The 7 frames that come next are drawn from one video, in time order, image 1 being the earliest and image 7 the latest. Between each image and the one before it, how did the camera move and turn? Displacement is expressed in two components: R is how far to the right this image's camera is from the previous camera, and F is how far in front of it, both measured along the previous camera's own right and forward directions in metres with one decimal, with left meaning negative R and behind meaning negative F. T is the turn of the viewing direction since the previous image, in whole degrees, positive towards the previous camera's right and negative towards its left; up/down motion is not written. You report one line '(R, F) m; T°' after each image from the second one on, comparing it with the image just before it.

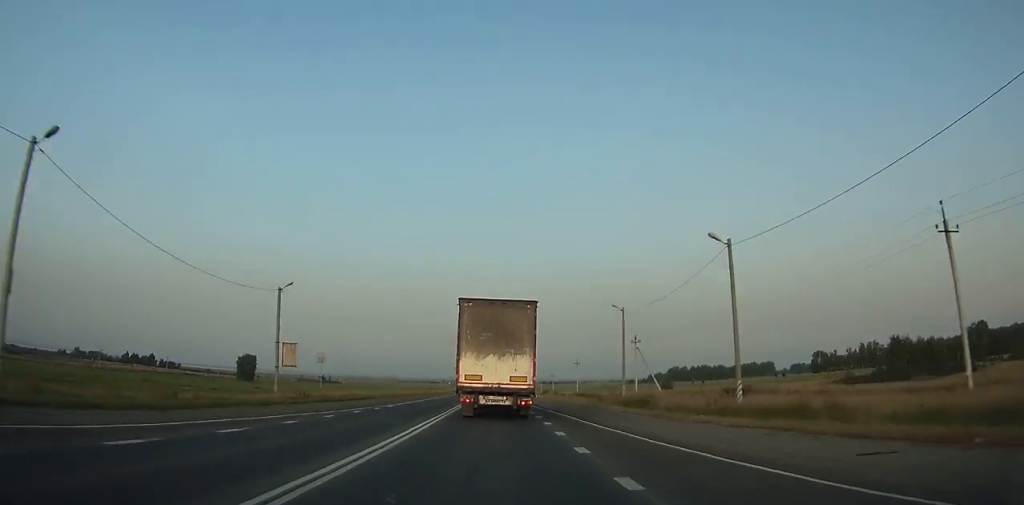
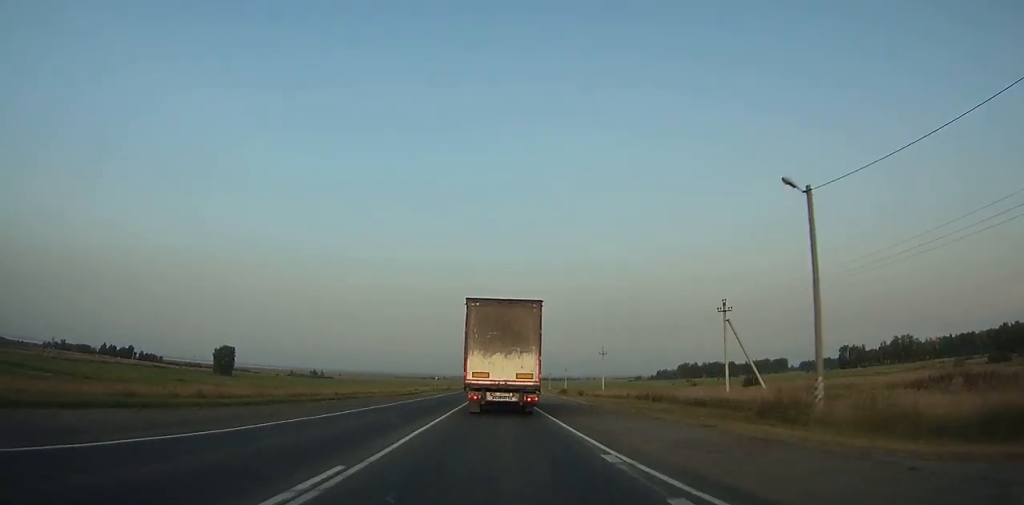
(0.0, +33.2) m; 0°
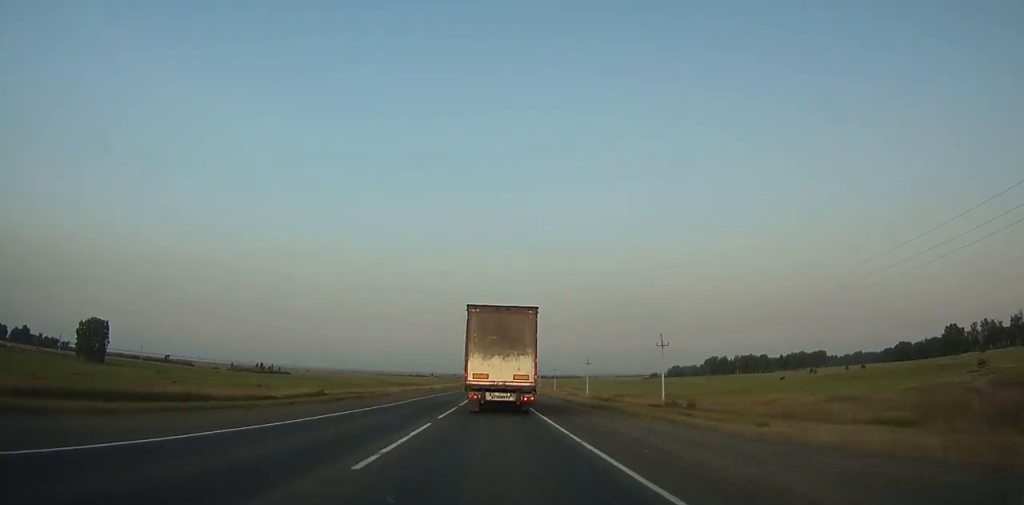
(-0.1, +113.1) m; 0°
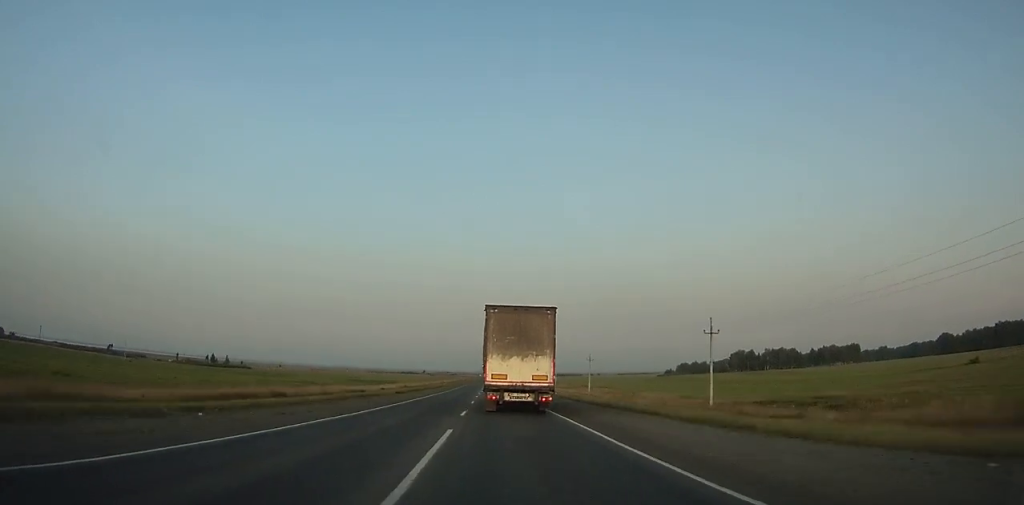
(-0.1, +73.9) m; 0°
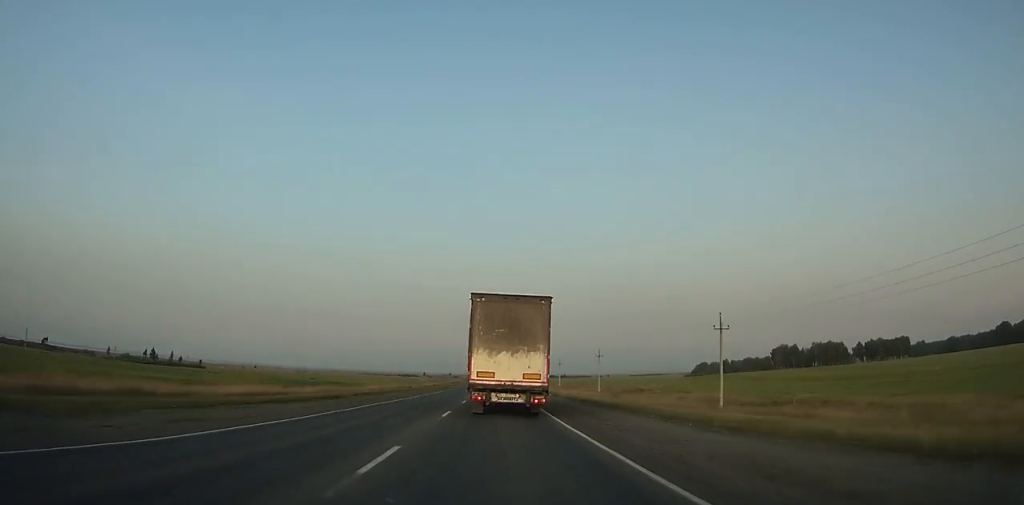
(+0.3, +71.6) m; 0°
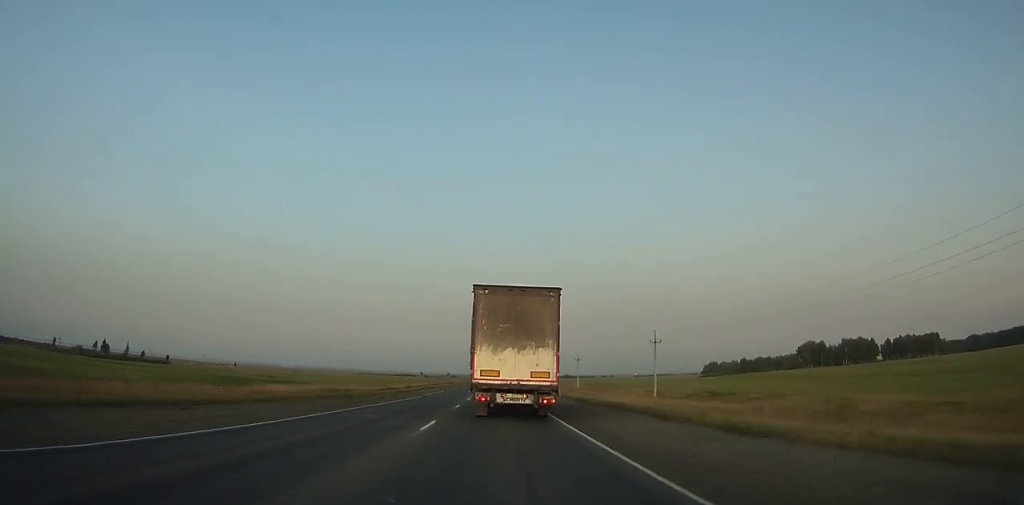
(-0.1, +40.3) m; 0°
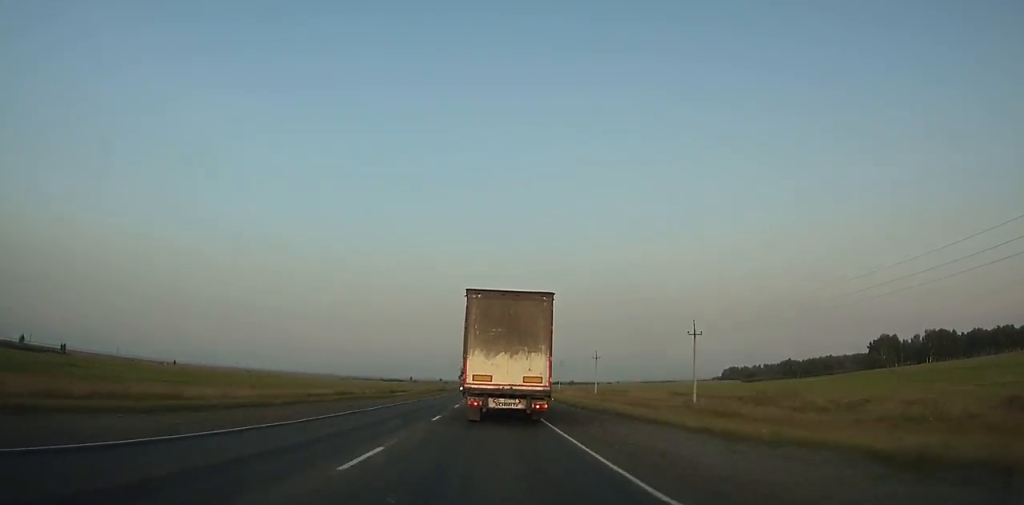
(0.0, +90.6) m; 0°
